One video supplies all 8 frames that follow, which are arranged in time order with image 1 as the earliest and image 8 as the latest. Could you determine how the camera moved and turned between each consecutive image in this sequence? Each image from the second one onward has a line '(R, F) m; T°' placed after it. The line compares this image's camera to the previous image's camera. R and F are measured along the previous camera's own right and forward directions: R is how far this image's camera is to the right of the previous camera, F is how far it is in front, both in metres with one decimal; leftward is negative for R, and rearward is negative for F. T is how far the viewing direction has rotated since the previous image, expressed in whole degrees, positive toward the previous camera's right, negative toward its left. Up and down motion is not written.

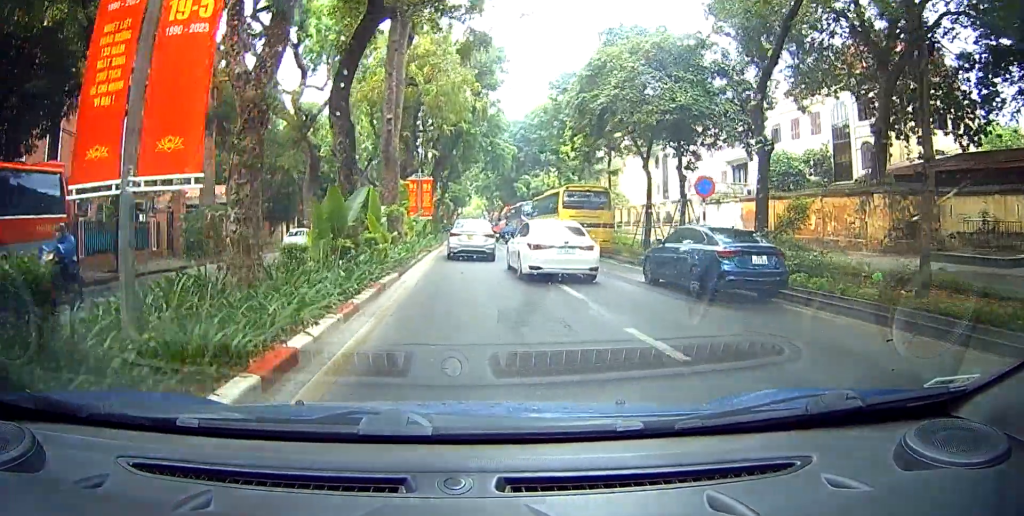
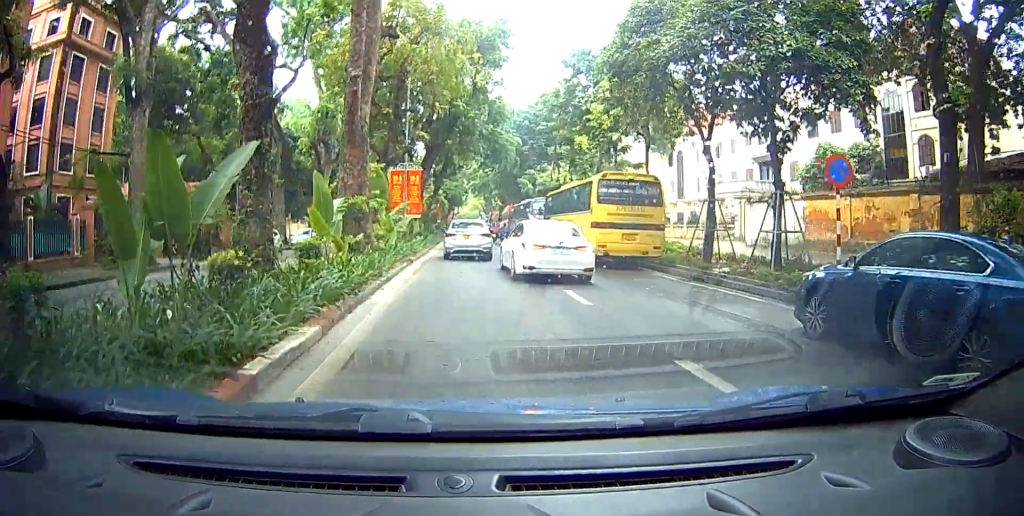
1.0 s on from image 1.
(0.0, +7.6) m; 0°
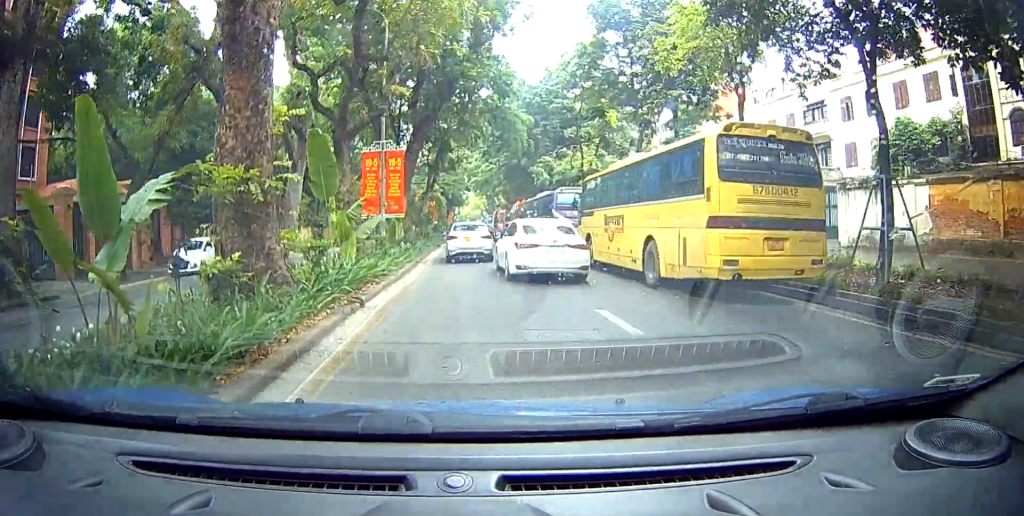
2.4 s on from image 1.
(0.0, +10.8) m; 0°
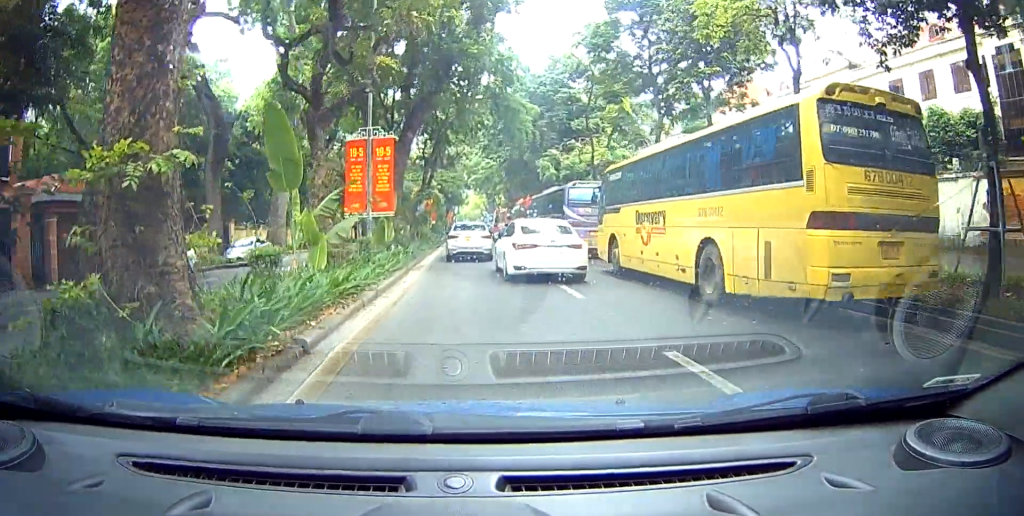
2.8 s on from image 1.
(0.0, +3.5) m; 0°
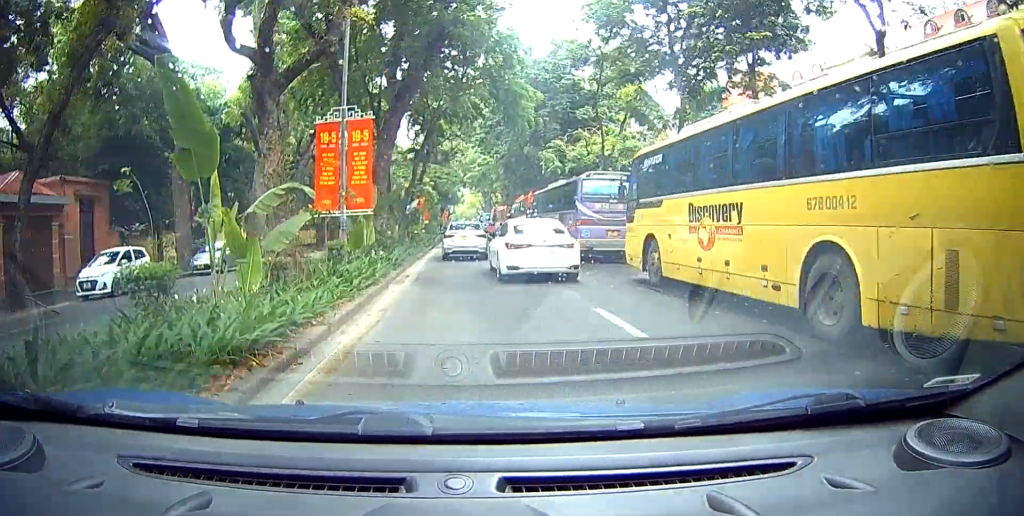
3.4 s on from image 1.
(0.0, +3.8) m; 0°
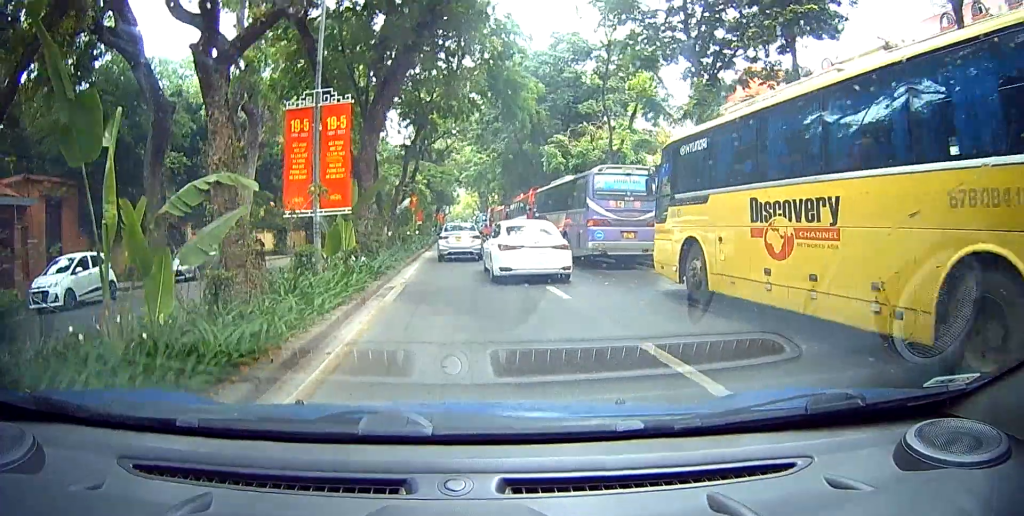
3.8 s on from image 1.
(0.0, +2.9) m; 0°
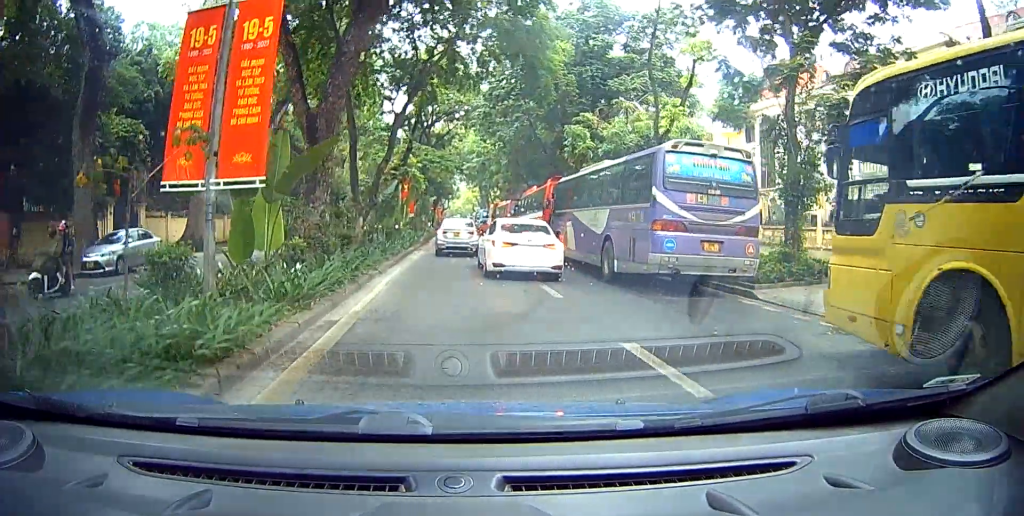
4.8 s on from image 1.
(0.0, +7.2) m; 0°
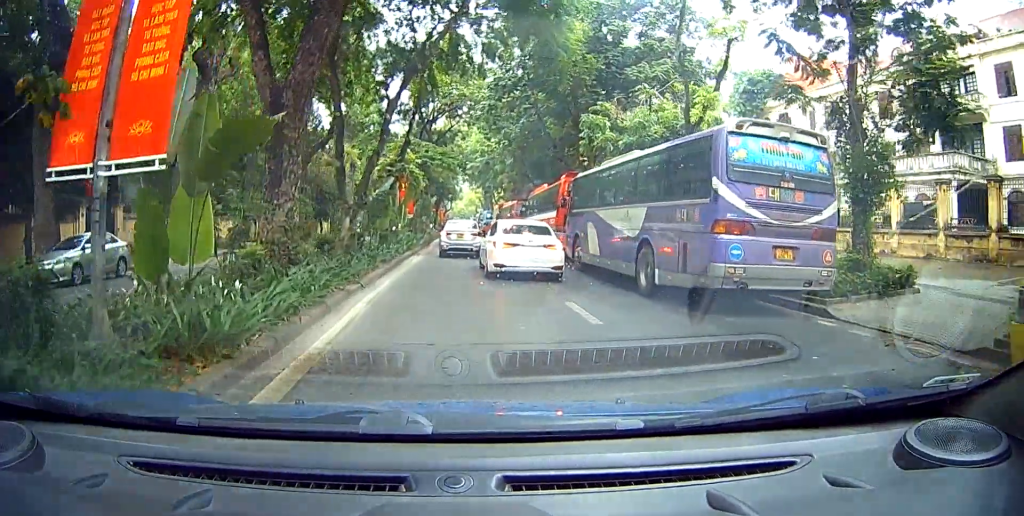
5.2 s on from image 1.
(0.0, +3.0) m; 0°
